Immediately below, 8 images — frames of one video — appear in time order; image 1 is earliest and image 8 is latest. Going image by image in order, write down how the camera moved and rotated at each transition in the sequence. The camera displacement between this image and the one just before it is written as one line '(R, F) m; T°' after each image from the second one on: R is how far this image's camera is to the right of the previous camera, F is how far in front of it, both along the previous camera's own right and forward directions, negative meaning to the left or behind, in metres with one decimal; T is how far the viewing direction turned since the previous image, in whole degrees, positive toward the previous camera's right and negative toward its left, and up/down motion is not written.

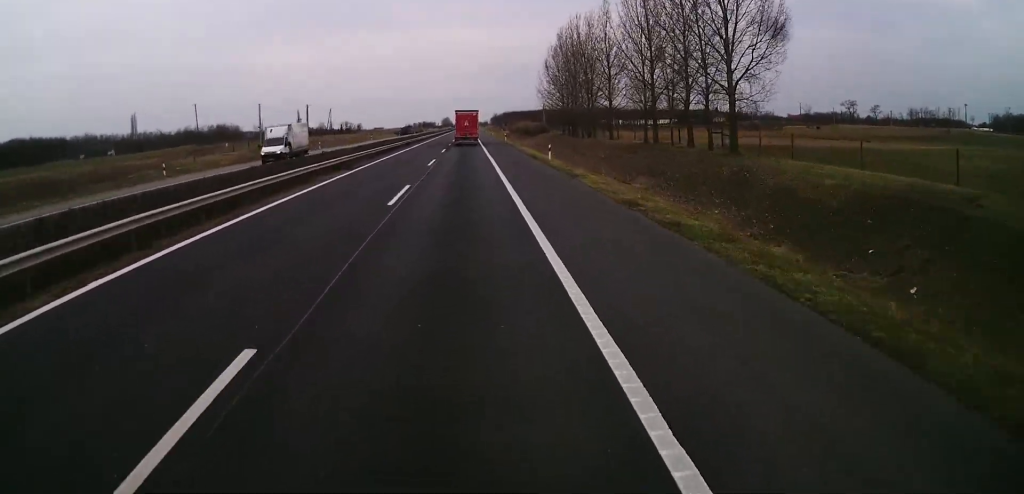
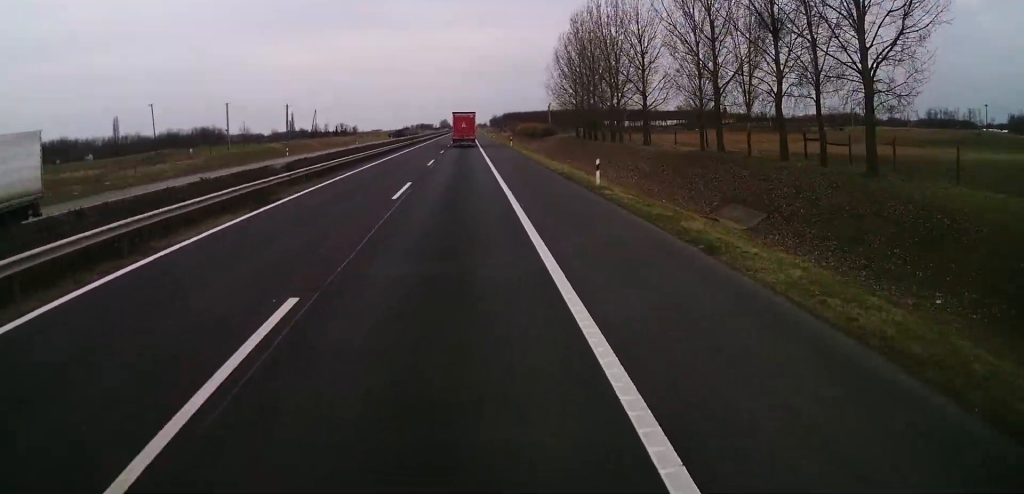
(+0.2, +16.2) m; +1°
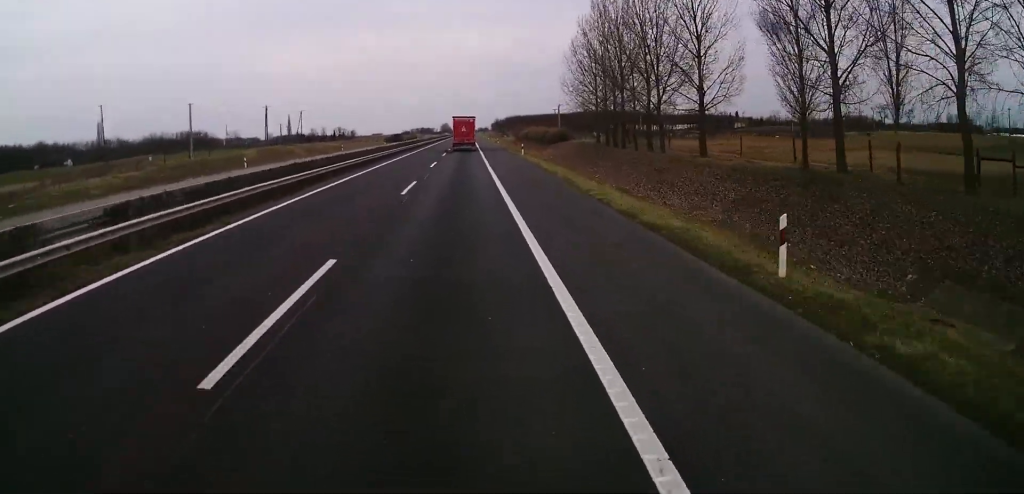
(0.0, +15.4) m; -1°
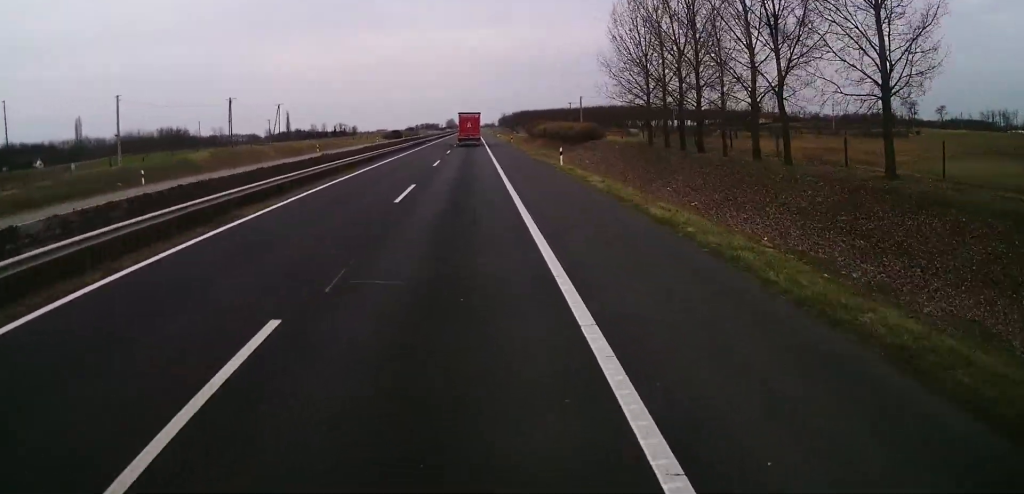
(-0.2, +22.4) m; -1°
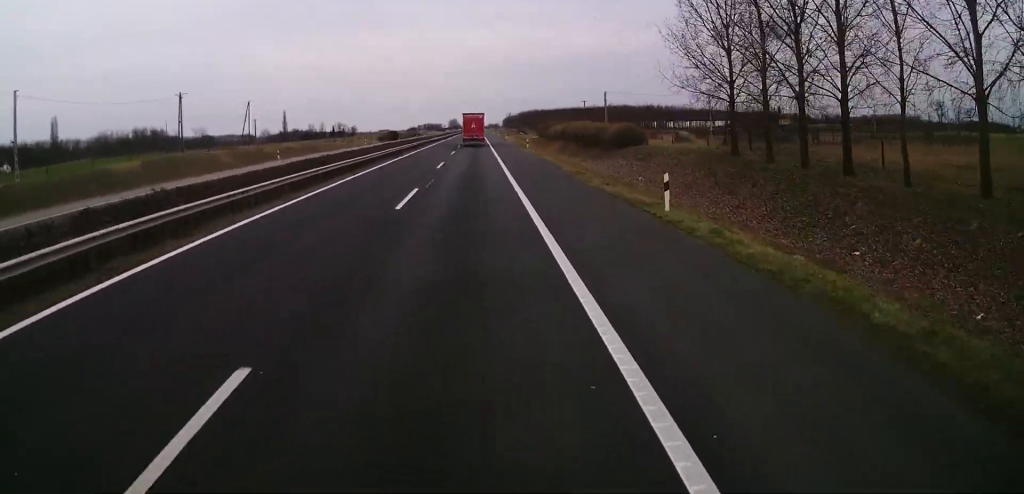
(0.0, +20.0) m; 0°
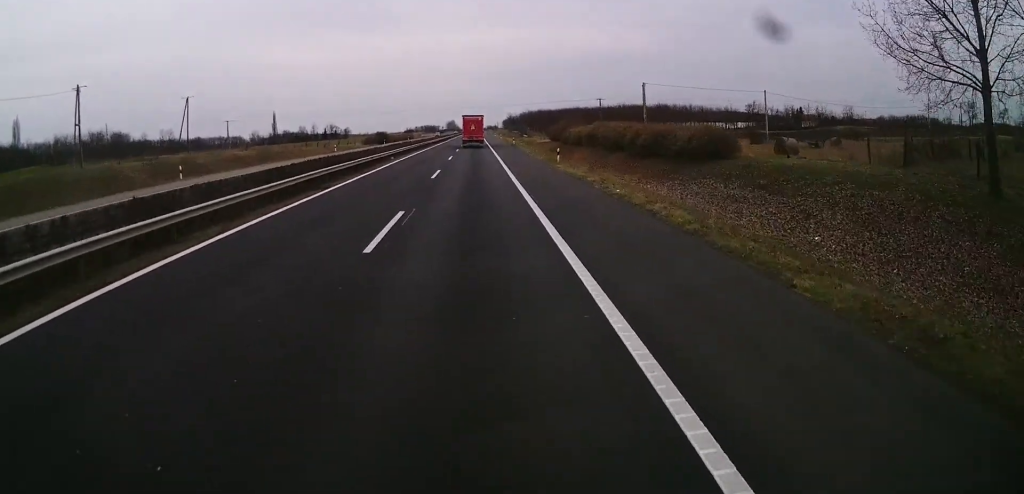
(+0.2, +24.6) m; +1°
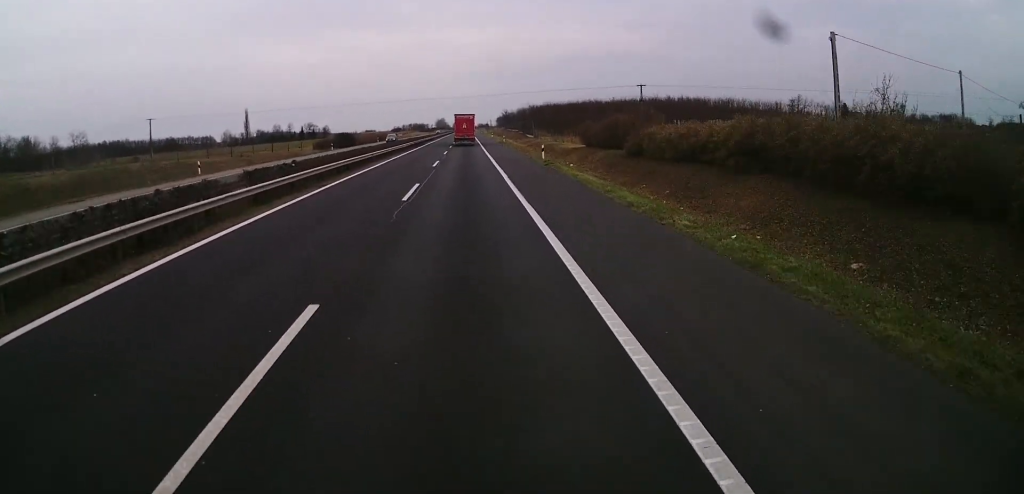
(-0.6, +46.2) m; -1°
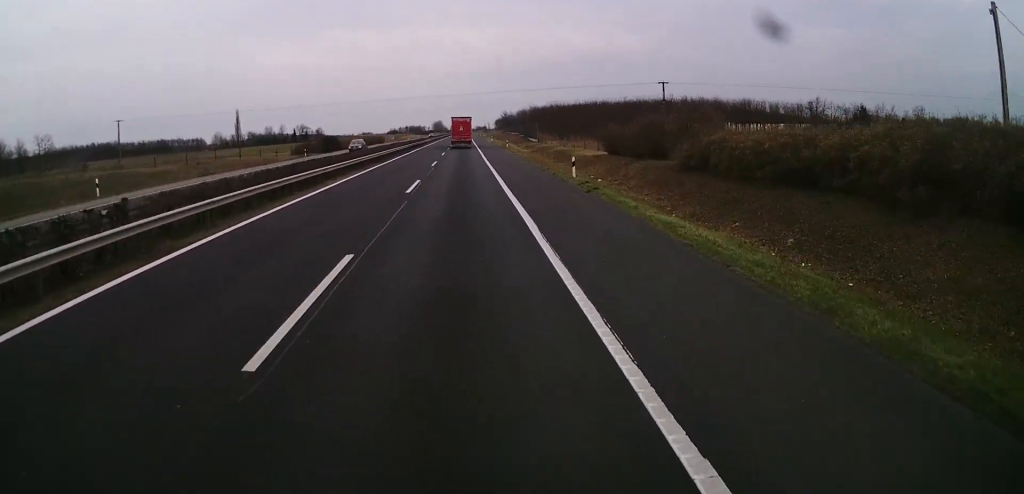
(0.0, +14.6) m; 0°
